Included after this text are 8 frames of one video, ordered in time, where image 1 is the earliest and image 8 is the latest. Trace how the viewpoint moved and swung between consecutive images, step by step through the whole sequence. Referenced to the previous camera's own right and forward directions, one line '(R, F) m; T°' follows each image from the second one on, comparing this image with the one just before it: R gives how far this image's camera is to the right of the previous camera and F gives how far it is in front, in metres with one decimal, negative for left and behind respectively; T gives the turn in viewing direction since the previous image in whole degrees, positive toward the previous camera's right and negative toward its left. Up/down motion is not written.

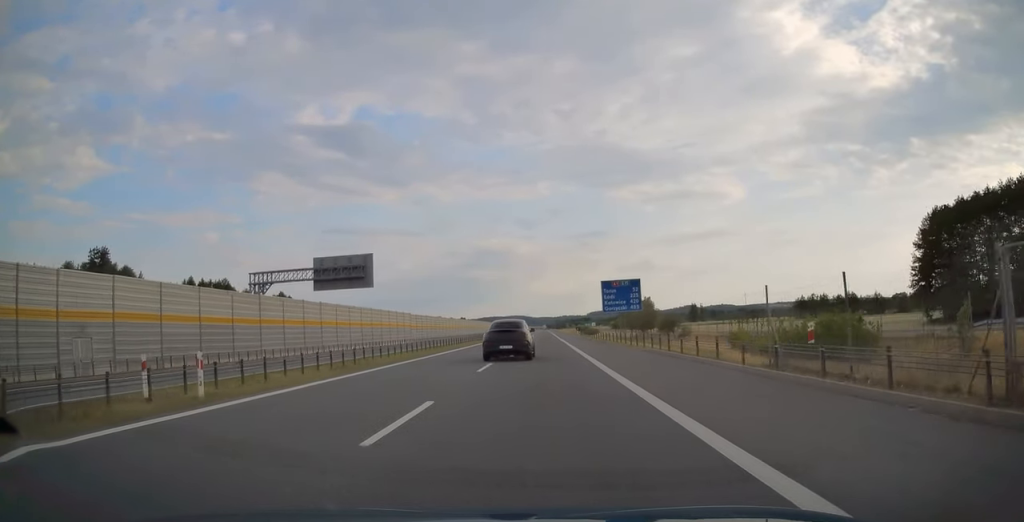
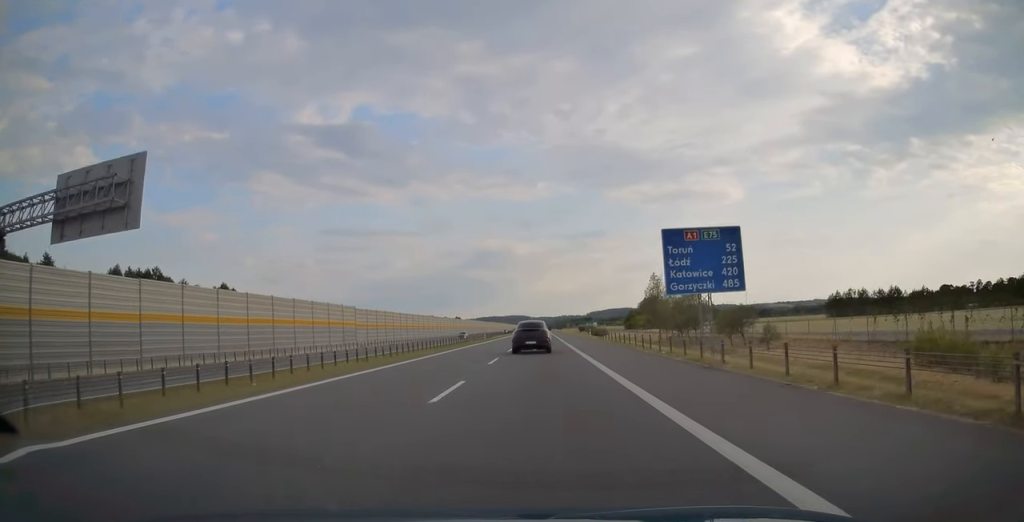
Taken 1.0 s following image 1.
(+0.1, +32.0) m; 0°
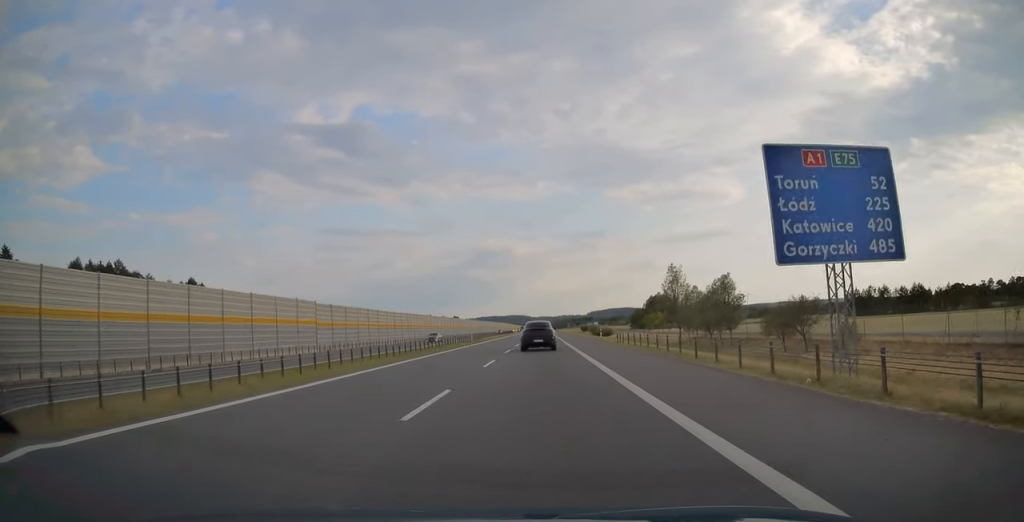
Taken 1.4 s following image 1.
(+0.1, +14.1) m; 0°
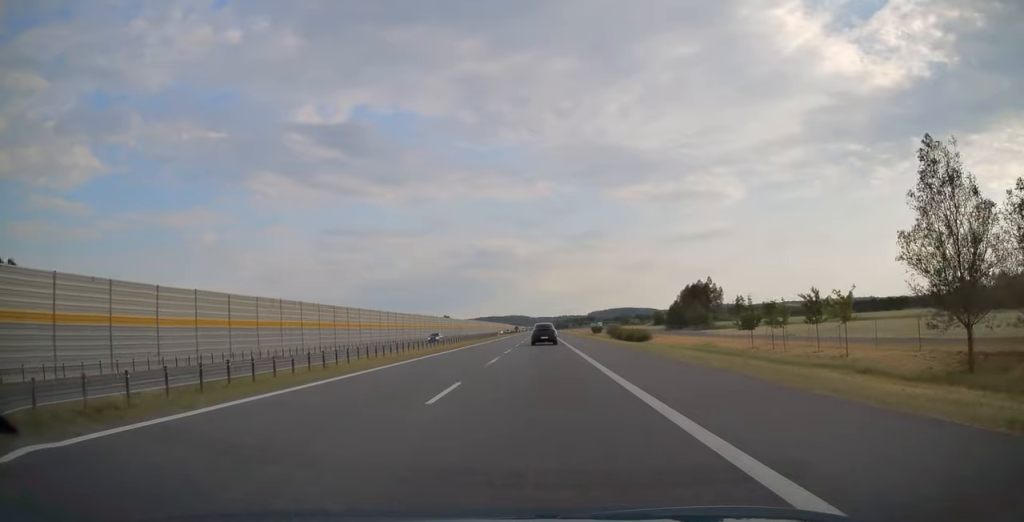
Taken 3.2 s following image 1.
(-0.3, +58.8) m; 0°
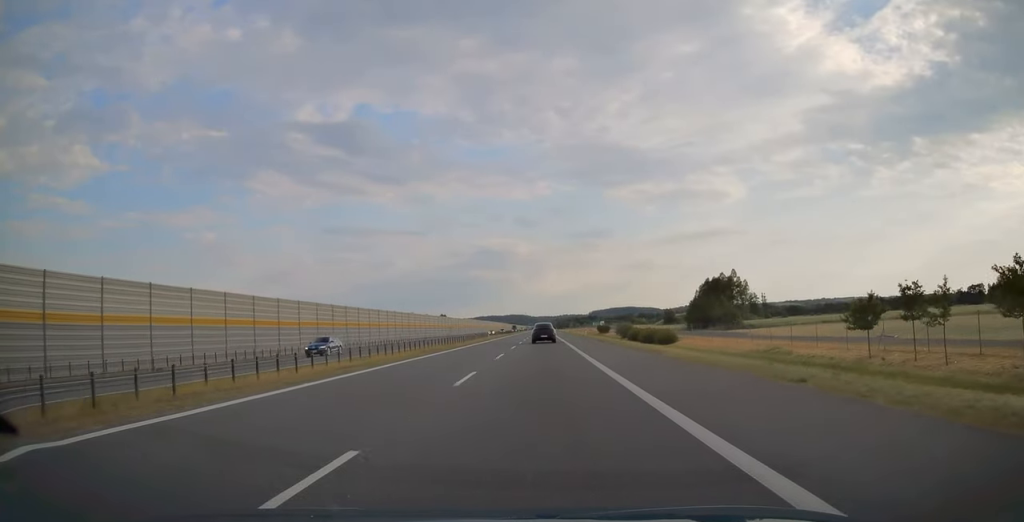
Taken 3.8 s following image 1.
(0.0, +20.7) m; 0°
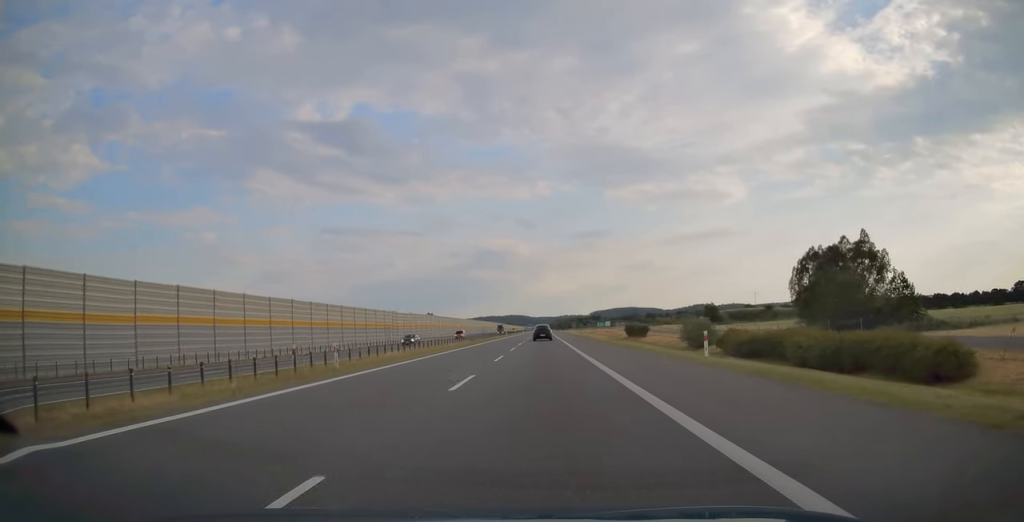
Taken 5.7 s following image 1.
(-0.1, +61.8) m; 0°
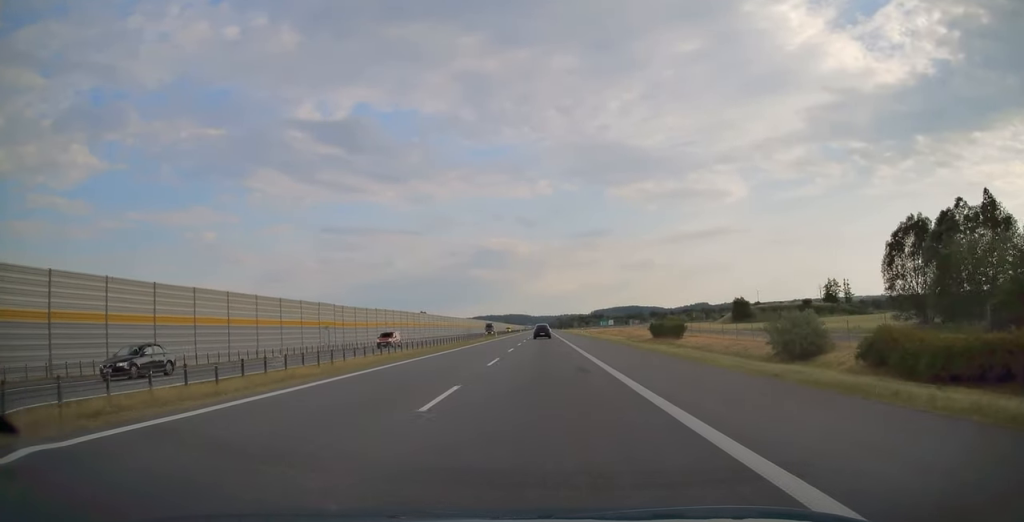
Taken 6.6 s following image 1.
(+0.1, +27.8) m; 0°
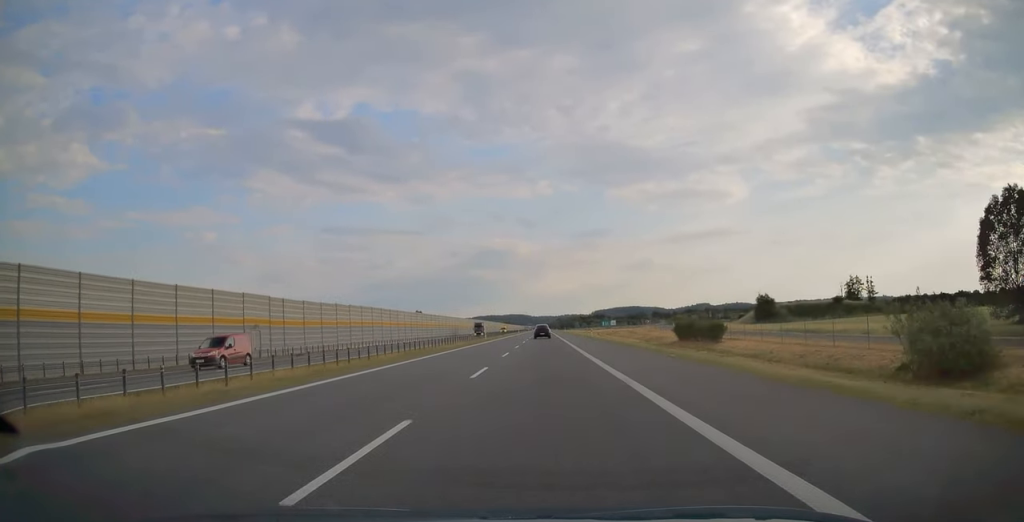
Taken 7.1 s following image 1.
(-0.1, +17.5) m; 0°
